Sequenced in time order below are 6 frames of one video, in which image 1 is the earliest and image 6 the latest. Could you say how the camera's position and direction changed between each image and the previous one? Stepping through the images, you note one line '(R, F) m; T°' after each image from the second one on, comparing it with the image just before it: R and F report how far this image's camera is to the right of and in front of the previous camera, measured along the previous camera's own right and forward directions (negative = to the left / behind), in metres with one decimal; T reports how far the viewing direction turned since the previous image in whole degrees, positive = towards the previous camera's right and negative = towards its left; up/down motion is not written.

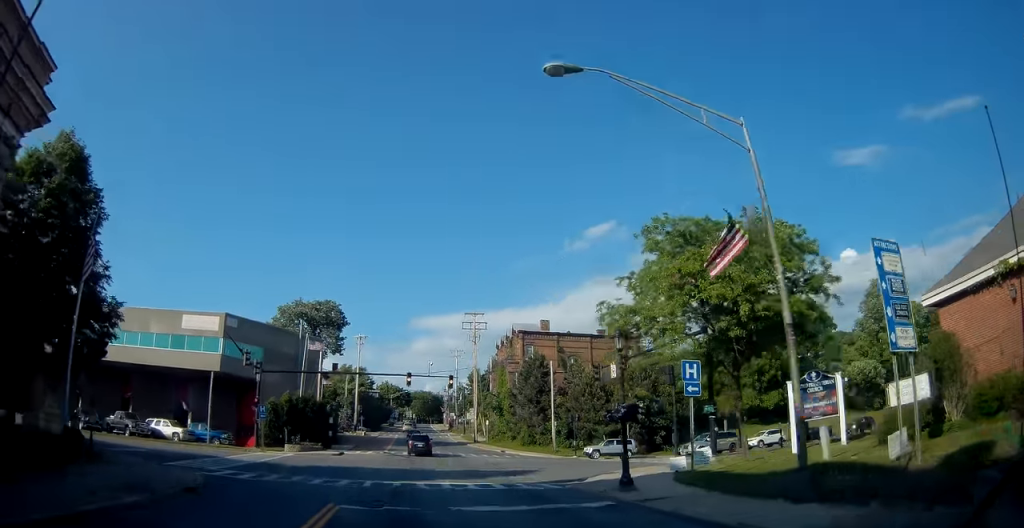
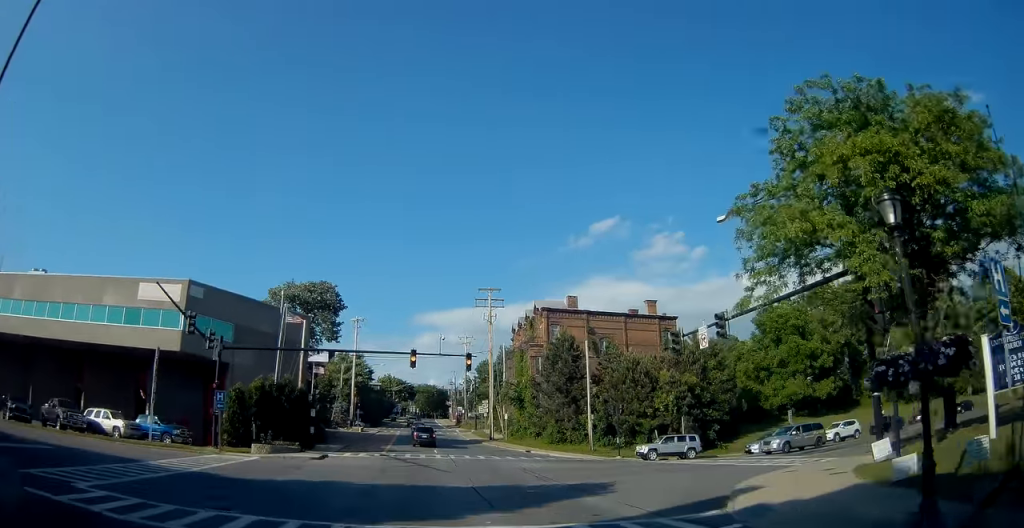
(0.0, +10.6) m; -1°
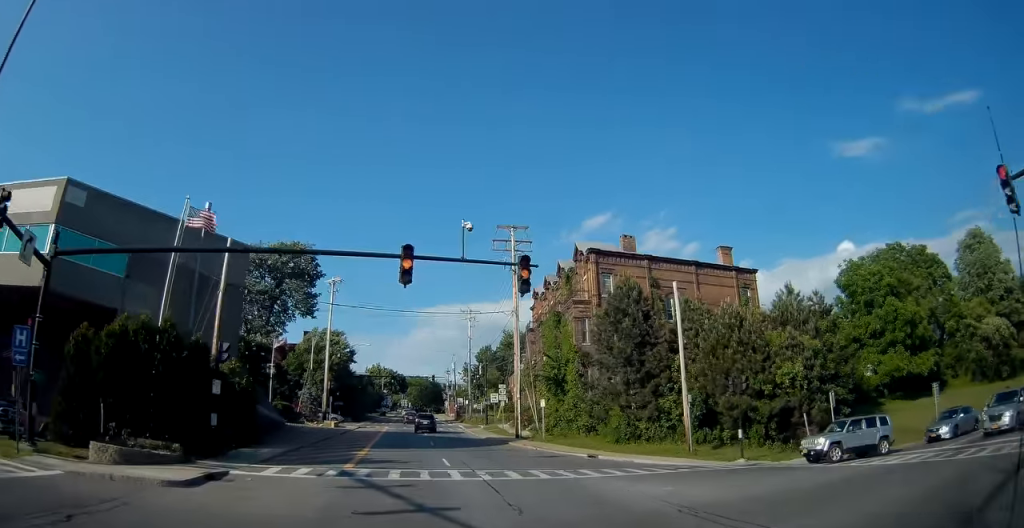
(-0.3, +18.0) m; 0°
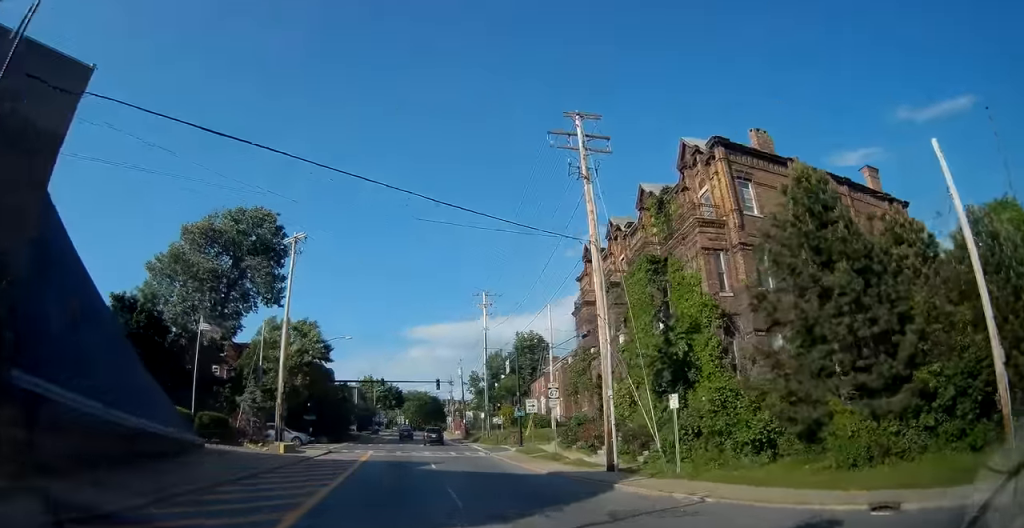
(+0.4, +19.2) m; +1°
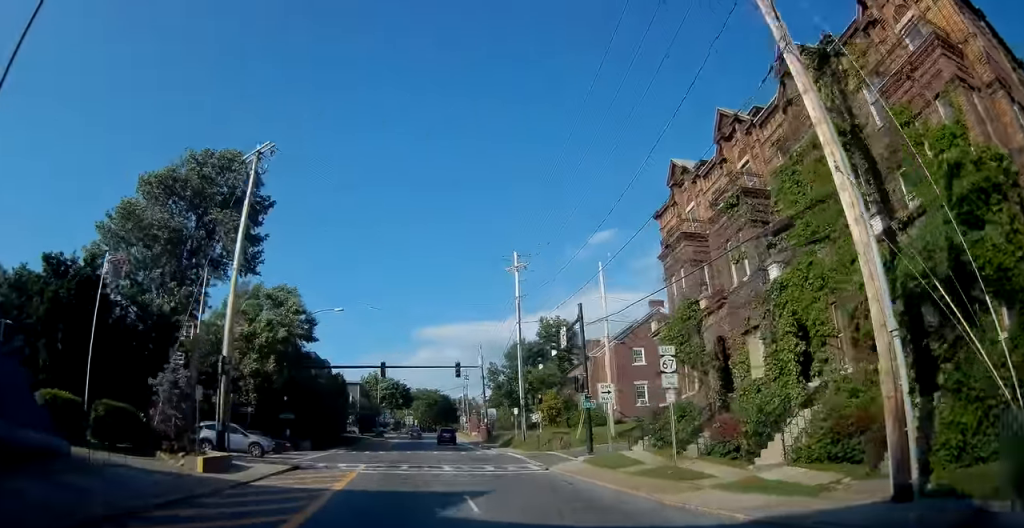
(-0.1, +13.5) m; -1°
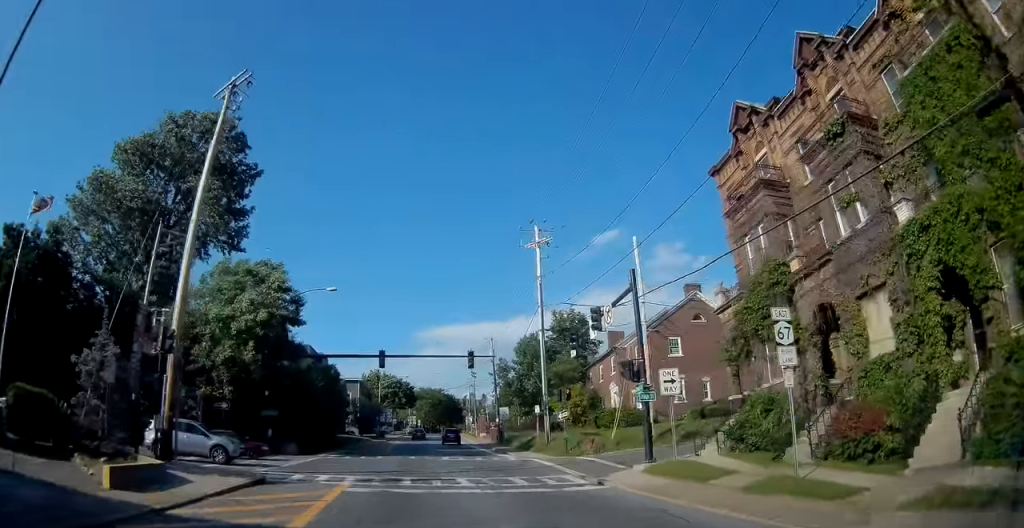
(-0.1, +6.2) m; -1°
